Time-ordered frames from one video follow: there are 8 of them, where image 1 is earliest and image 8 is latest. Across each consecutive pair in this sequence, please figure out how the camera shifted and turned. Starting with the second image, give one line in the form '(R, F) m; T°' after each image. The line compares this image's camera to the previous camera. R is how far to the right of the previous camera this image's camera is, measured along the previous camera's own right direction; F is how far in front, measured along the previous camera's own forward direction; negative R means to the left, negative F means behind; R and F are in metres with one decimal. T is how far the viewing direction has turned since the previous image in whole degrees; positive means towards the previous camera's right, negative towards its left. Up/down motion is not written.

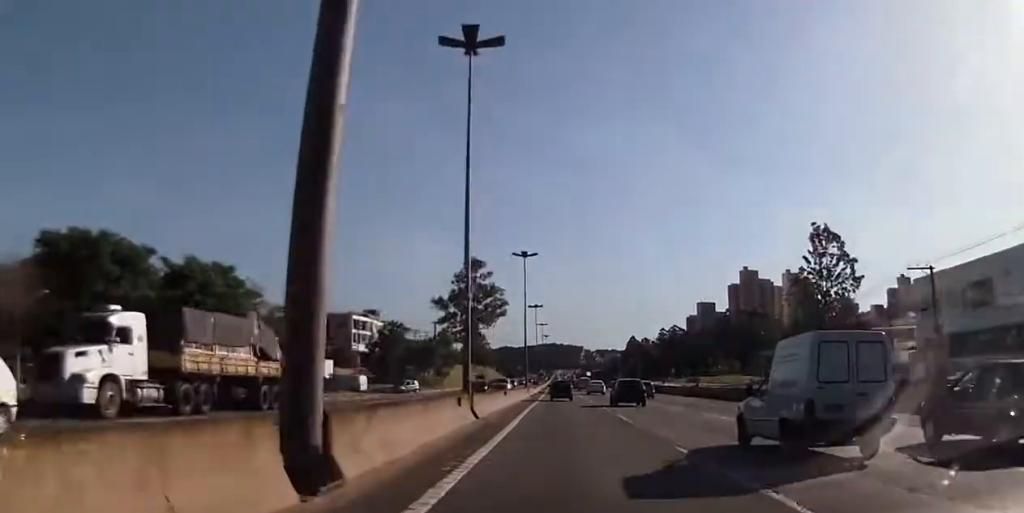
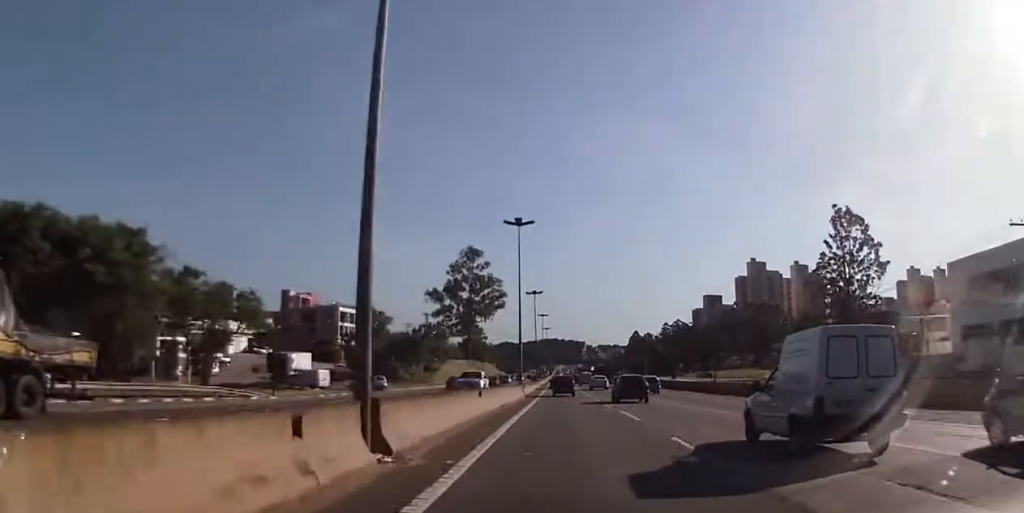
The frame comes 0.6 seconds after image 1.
(-0.1, +11.3) m; 0°
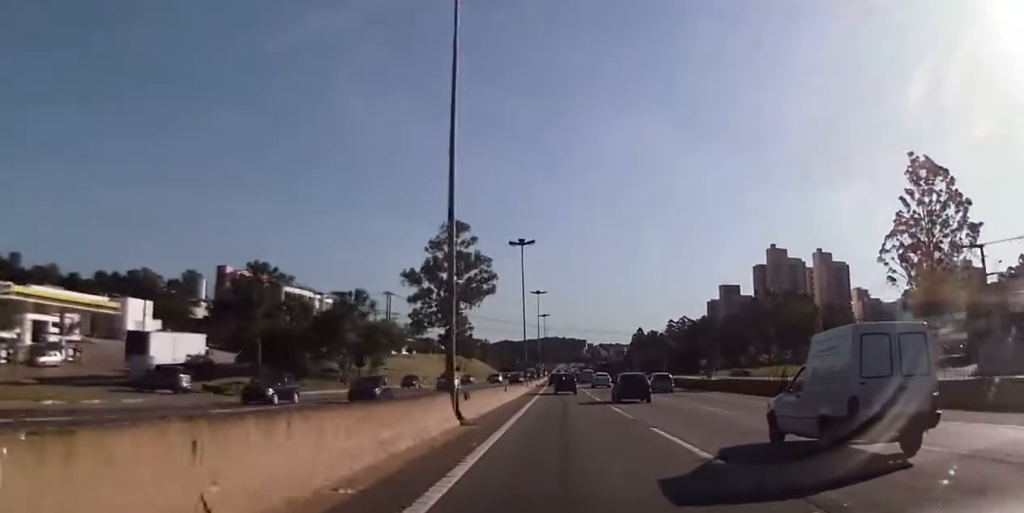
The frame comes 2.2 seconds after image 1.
(+1.0, +32.8) m; +1°
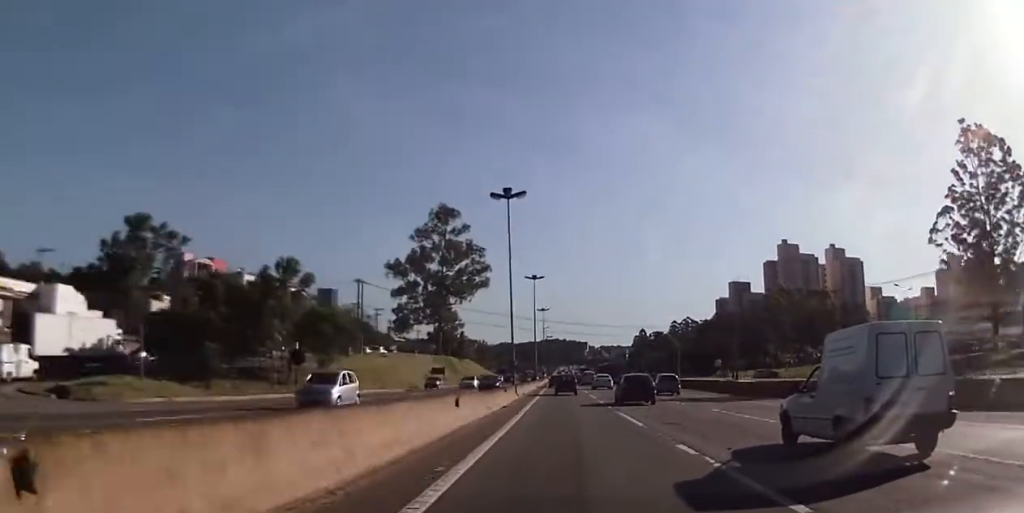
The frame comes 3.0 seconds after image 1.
(-0.3, +16.1) m; -1°
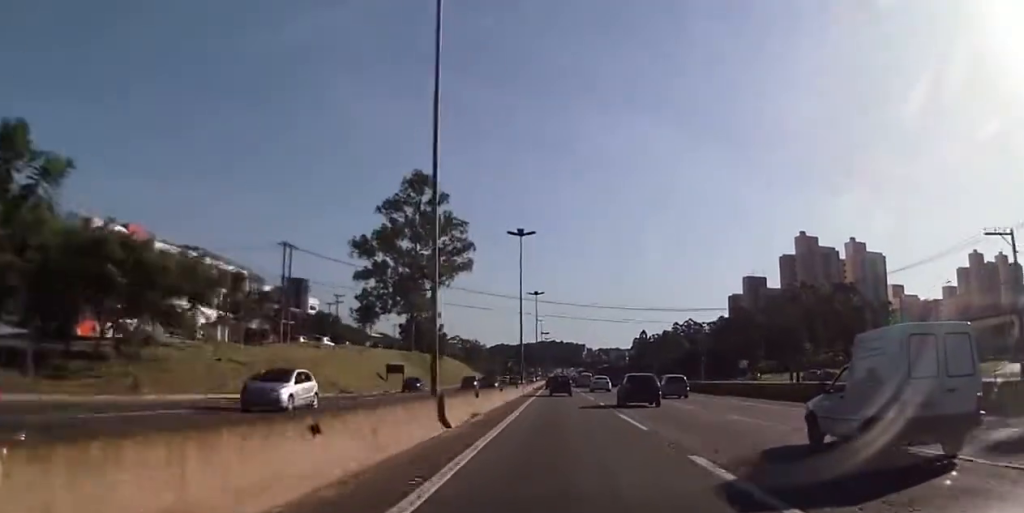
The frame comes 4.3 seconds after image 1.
(-0.1, +25.7) m; 0°
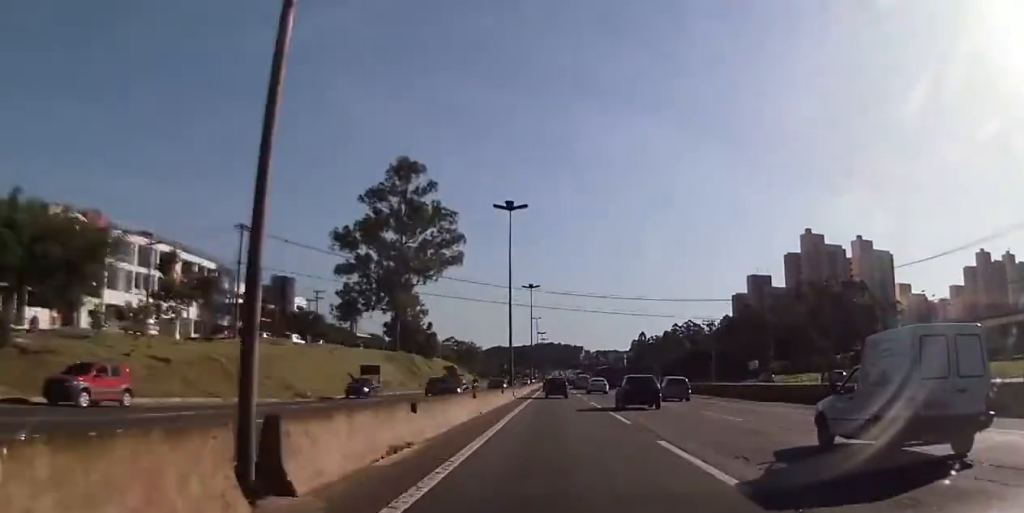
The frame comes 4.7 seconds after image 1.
(0.0, +9.5) m; +1°
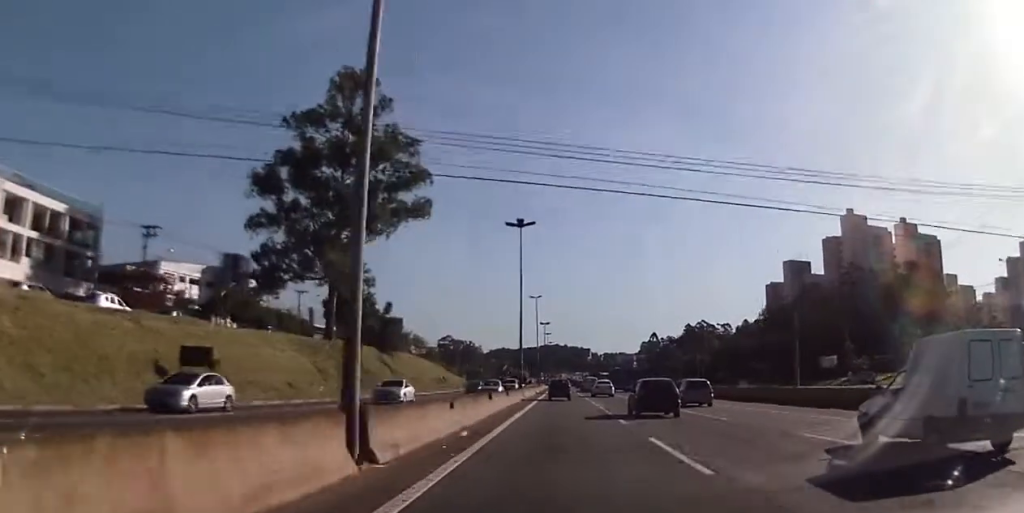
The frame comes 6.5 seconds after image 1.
(+0.7, +35.2) m; +1°
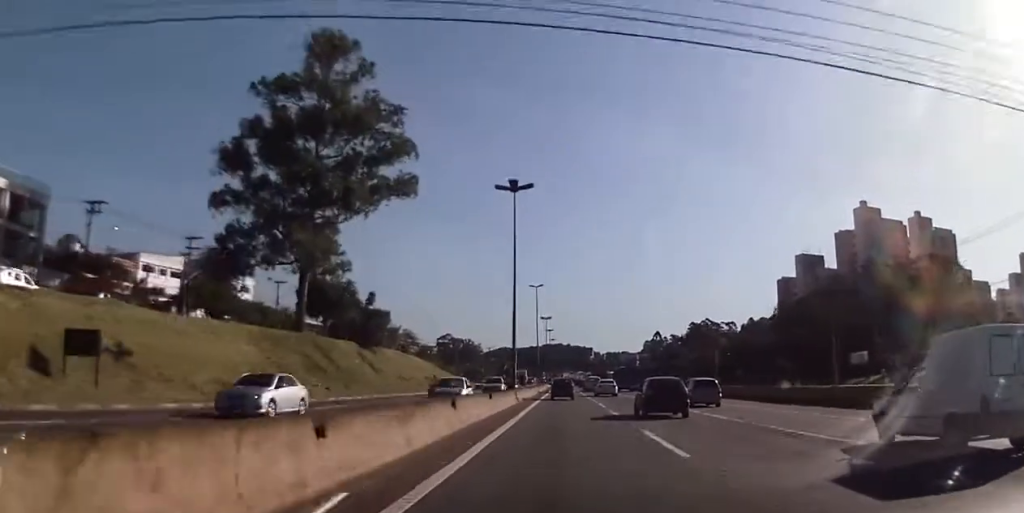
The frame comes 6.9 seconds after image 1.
(-0.2, +9.5) m; -1°
